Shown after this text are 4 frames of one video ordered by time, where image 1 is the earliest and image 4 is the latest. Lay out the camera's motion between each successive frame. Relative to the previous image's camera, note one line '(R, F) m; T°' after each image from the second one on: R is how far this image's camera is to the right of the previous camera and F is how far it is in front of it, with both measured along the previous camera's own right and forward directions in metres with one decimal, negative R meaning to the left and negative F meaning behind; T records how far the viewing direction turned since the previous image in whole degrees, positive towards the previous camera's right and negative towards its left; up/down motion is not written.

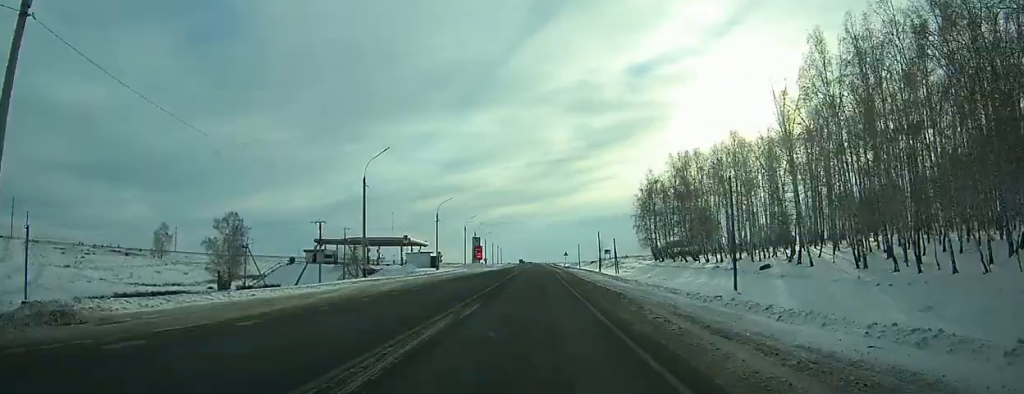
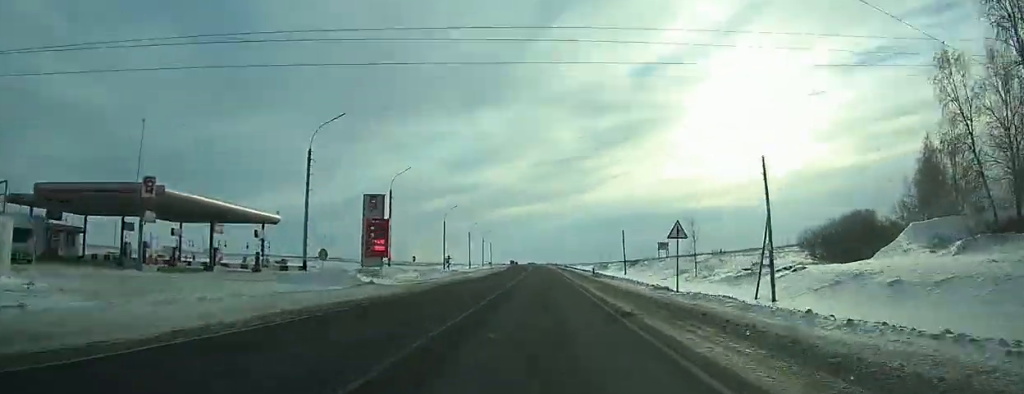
(0.0, +87.3) m; 0°
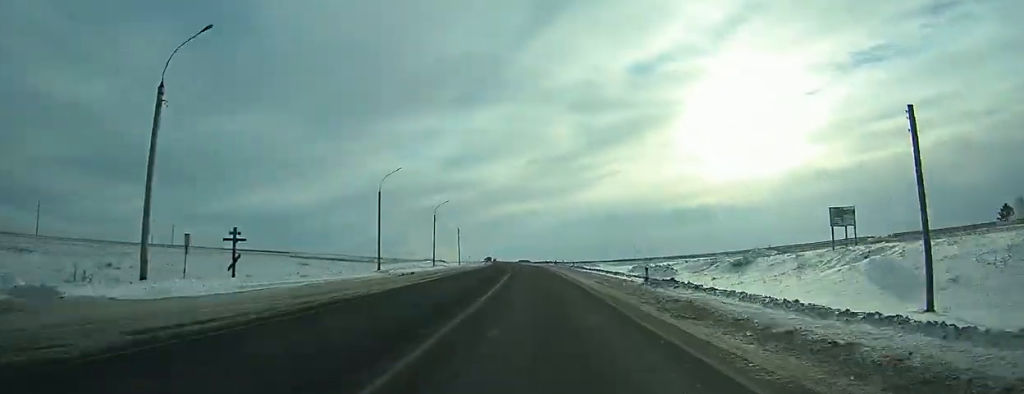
(-0.2, +77.9) m; -1°
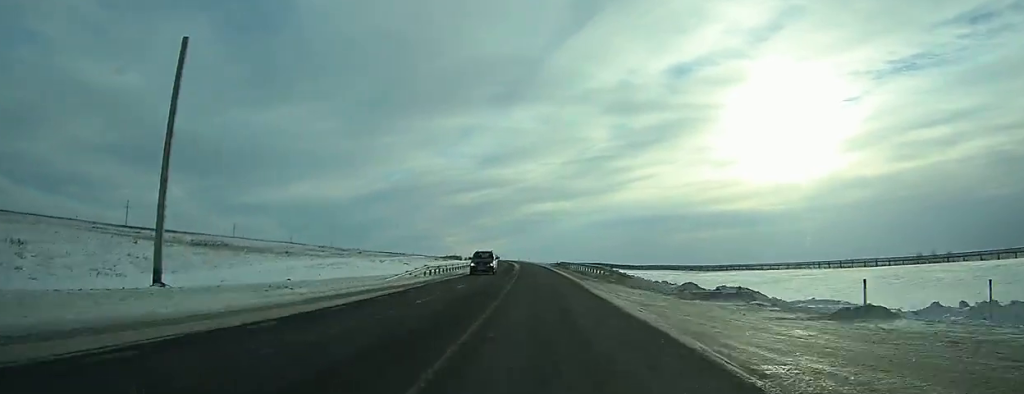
(-2.5, +114.8) m; -3°
